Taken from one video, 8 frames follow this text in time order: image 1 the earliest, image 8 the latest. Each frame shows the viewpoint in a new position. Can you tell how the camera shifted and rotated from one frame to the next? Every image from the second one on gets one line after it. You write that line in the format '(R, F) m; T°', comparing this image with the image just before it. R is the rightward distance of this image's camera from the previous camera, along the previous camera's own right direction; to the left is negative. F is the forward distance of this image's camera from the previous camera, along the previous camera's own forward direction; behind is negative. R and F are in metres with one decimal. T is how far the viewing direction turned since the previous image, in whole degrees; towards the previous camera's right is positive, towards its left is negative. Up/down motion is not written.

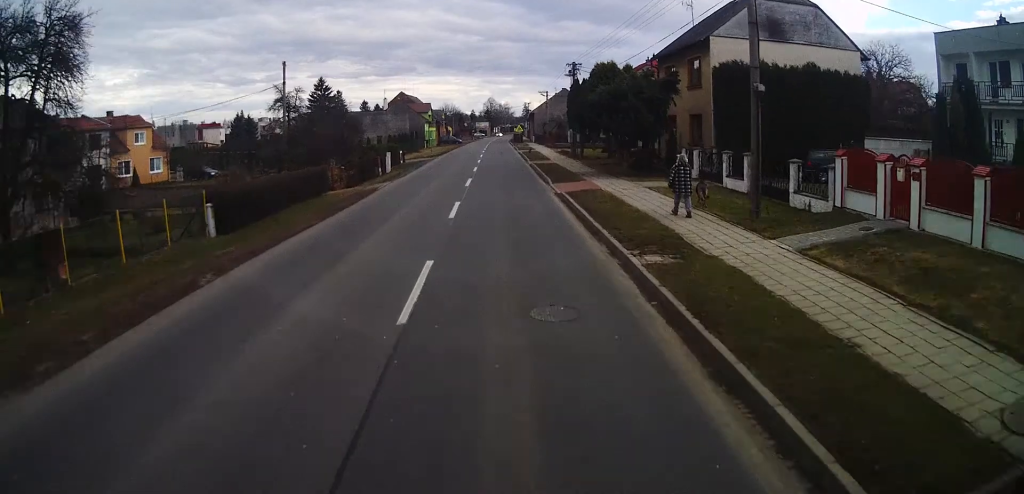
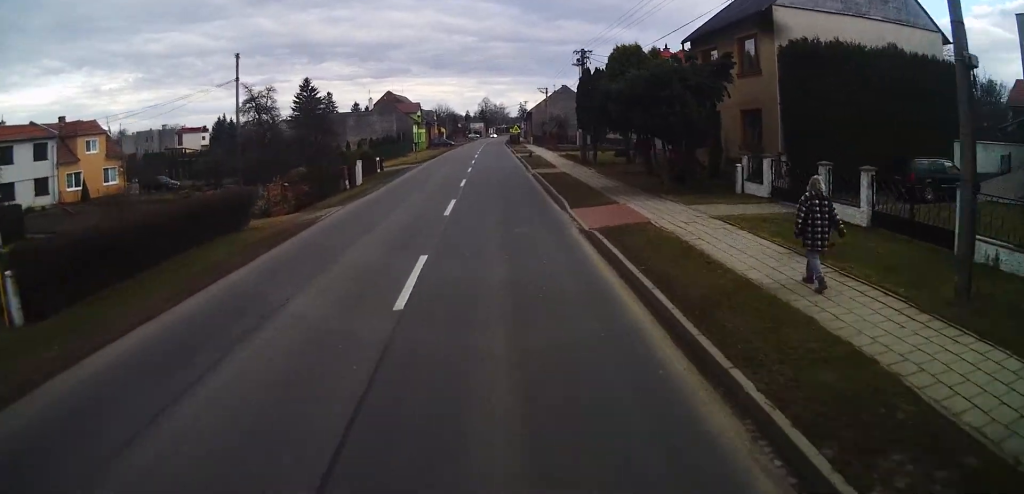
(-0.3, +8.0) m; +1°
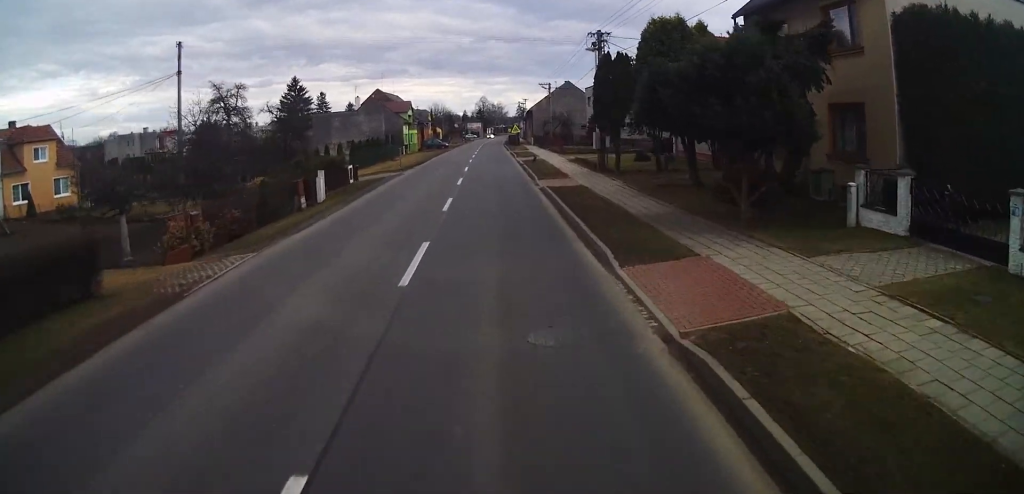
(-0.3, +7.5) m; +1°
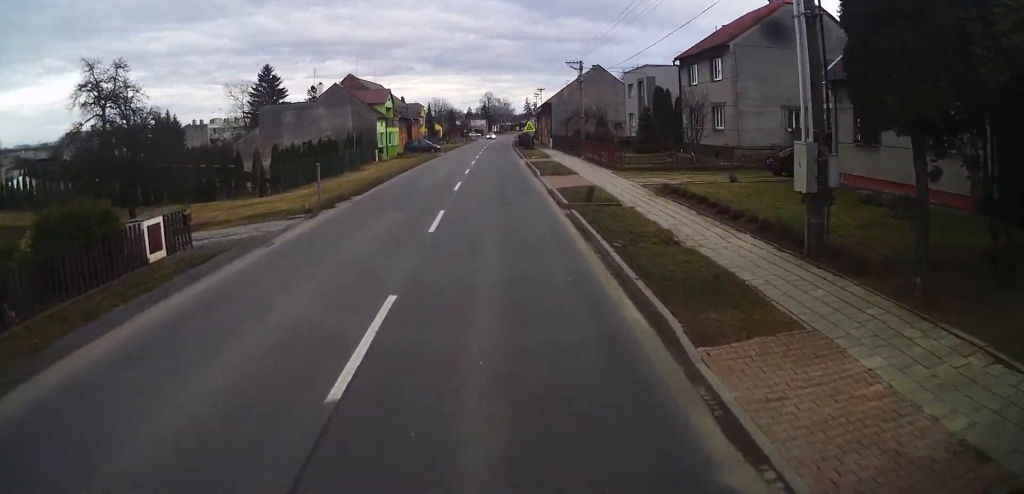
(+1.0, +22.1) m; +1°
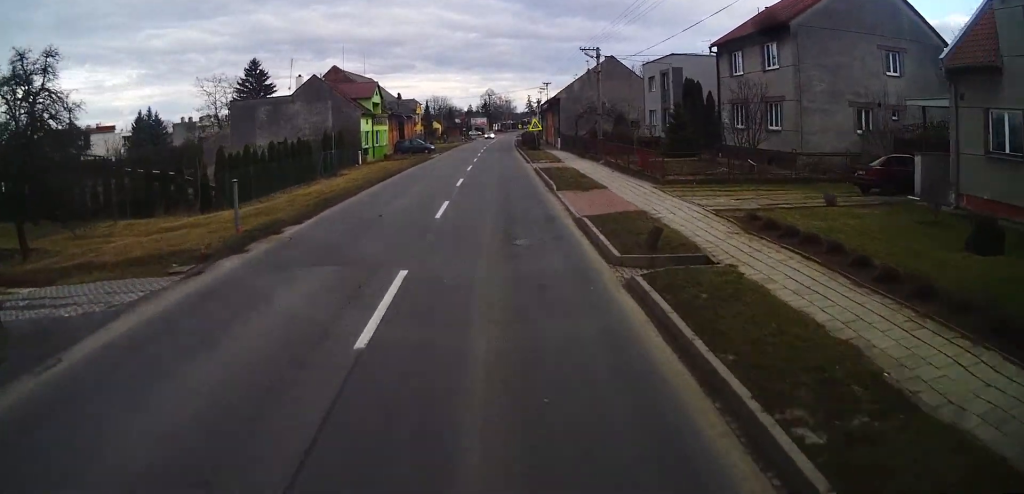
(-0.1, +7.7) m; -1°
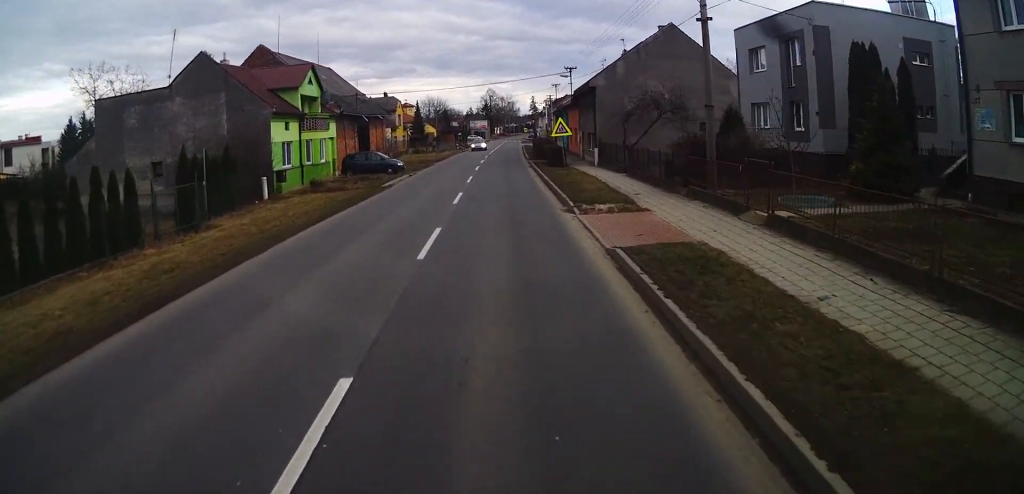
(-0.3, +21.8) m; 0°
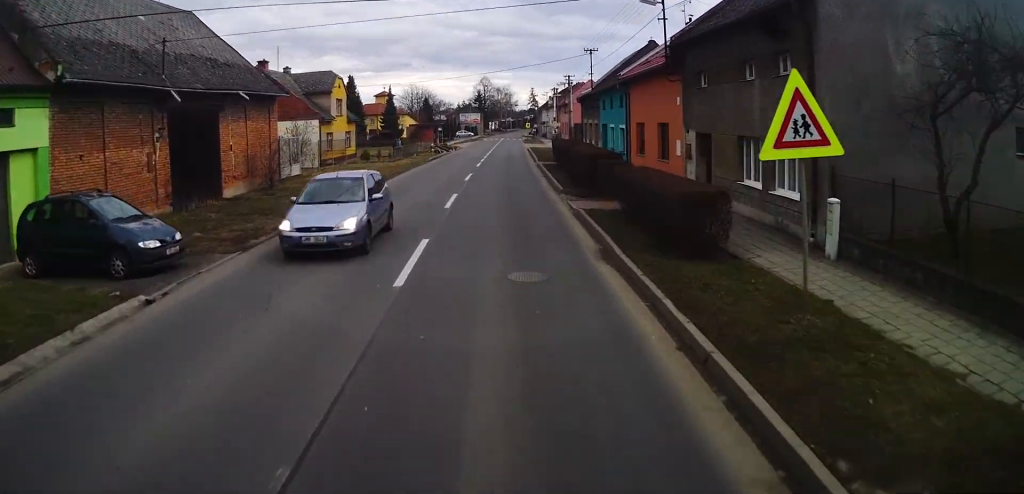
(+0.2, +29.1) m; 0°
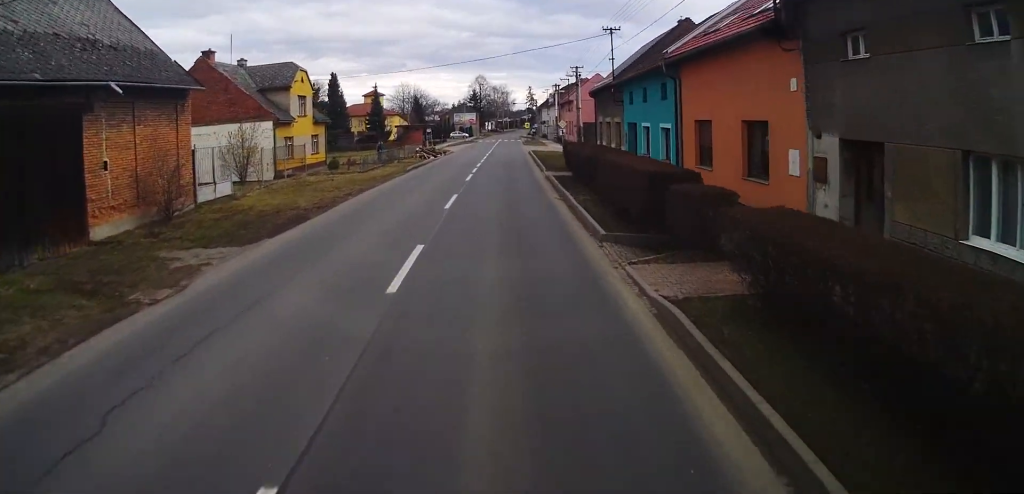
(0.0, +9.3) m; 0°
